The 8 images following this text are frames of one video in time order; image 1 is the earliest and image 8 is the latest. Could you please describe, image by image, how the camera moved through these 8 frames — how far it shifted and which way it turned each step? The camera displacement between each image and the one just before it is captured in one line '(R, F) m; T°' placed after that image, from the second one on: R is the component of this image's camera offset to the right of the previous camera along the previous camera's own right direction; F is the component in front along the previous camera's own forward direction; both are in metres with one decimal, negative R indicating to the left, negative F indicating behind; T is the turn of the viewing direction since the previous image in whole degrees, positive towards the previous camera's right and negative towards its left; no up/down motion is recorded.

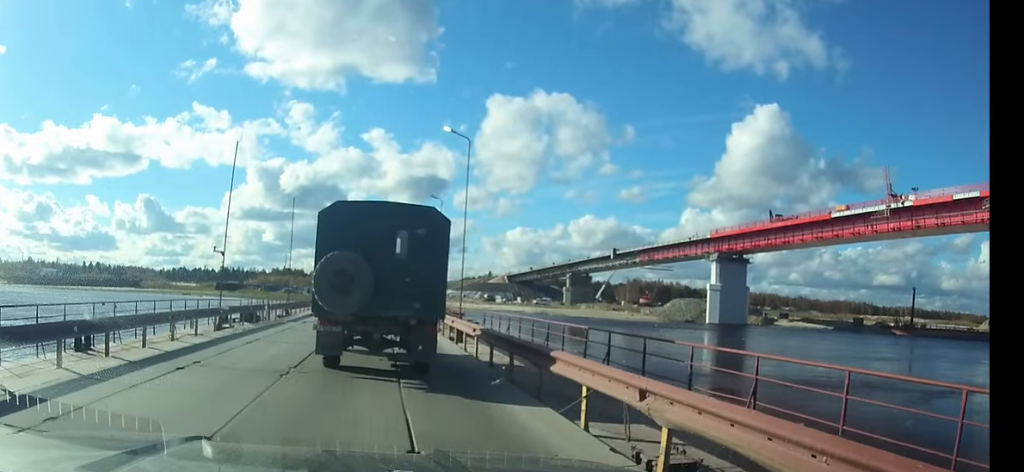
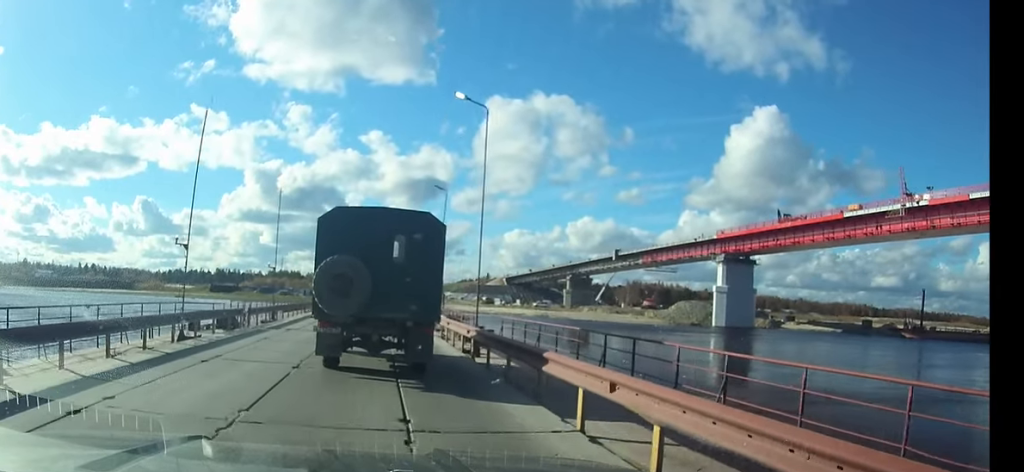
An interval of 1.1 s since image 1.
(0.0, +4.4) m; 0°
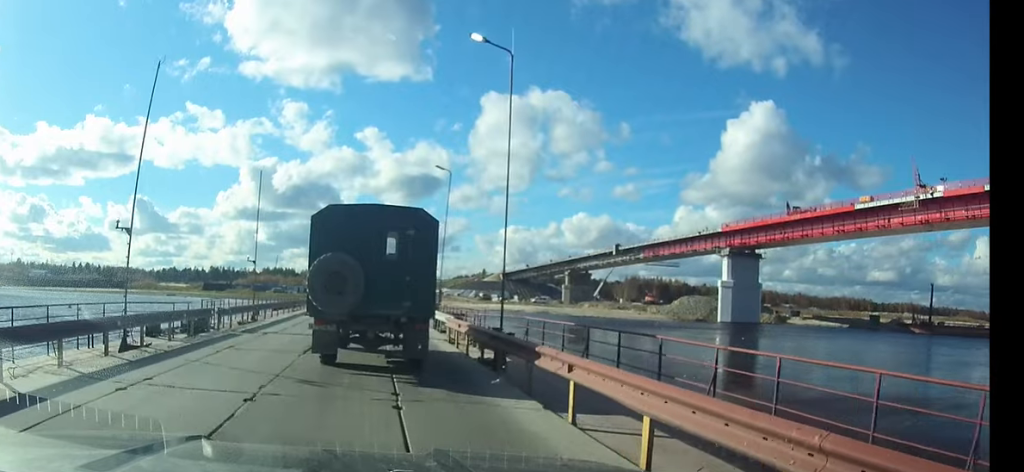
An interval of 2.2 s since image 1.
(0.0, +4.0) m; 0°
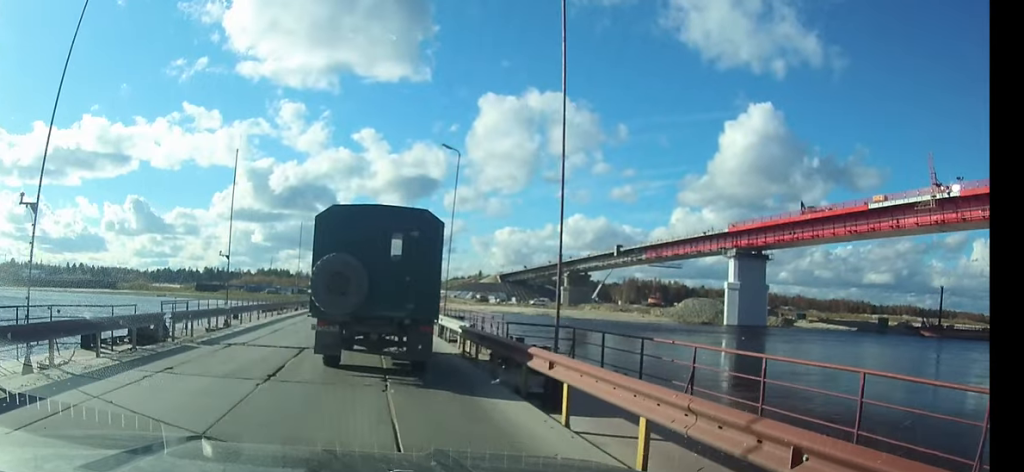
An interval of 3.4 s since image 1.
(0.0, +4.3) m; 0°
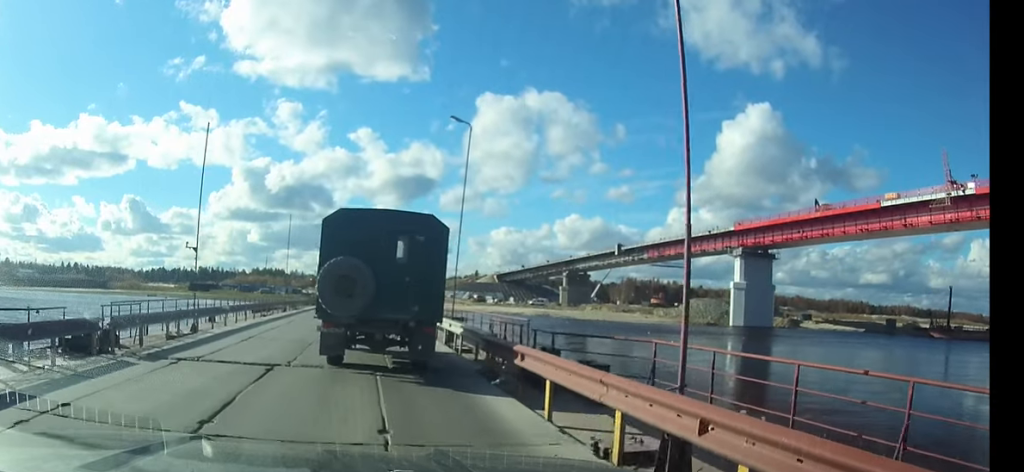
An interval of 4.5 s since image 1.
(0.0, +3.7) m; 0°
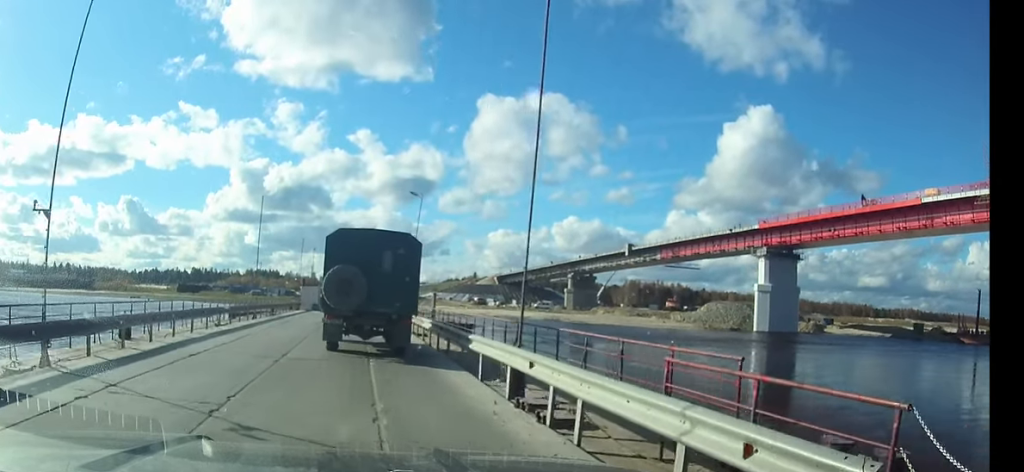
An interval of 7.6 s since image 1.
(0.0, +10.4) m; 0°
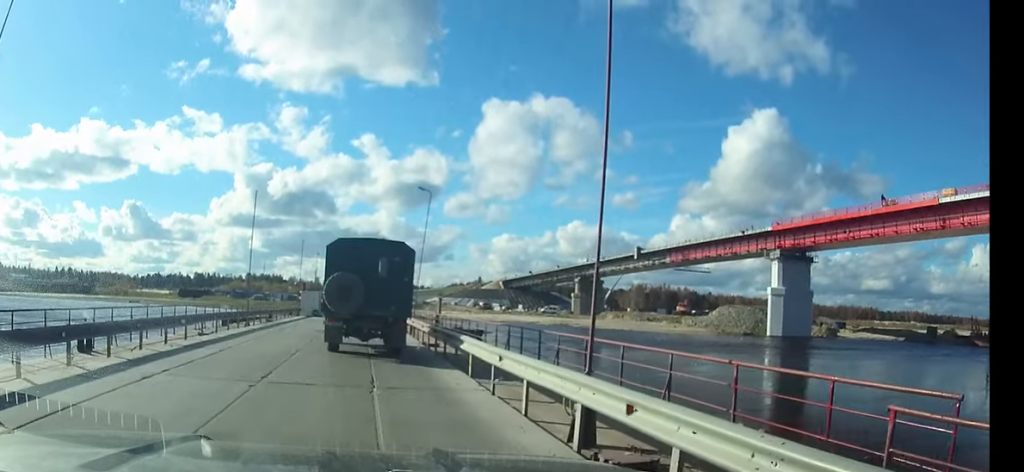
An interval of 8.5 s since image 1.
(0.0, +3.6) m; 0°
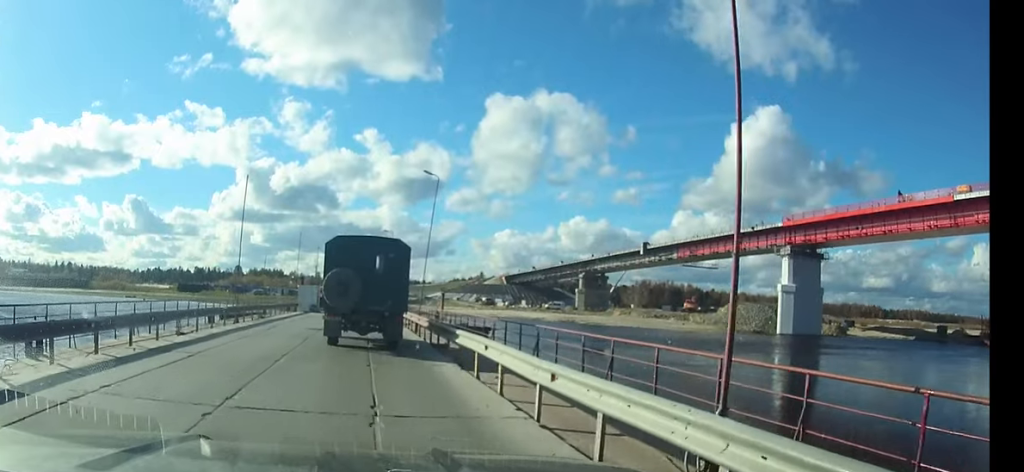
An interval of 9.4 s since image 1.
(0.0, +3.3) m; 0°
